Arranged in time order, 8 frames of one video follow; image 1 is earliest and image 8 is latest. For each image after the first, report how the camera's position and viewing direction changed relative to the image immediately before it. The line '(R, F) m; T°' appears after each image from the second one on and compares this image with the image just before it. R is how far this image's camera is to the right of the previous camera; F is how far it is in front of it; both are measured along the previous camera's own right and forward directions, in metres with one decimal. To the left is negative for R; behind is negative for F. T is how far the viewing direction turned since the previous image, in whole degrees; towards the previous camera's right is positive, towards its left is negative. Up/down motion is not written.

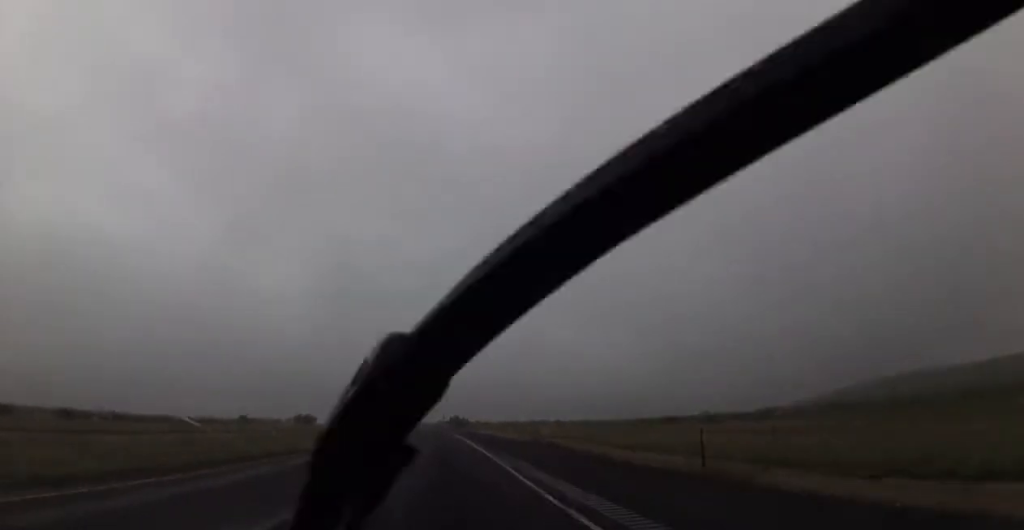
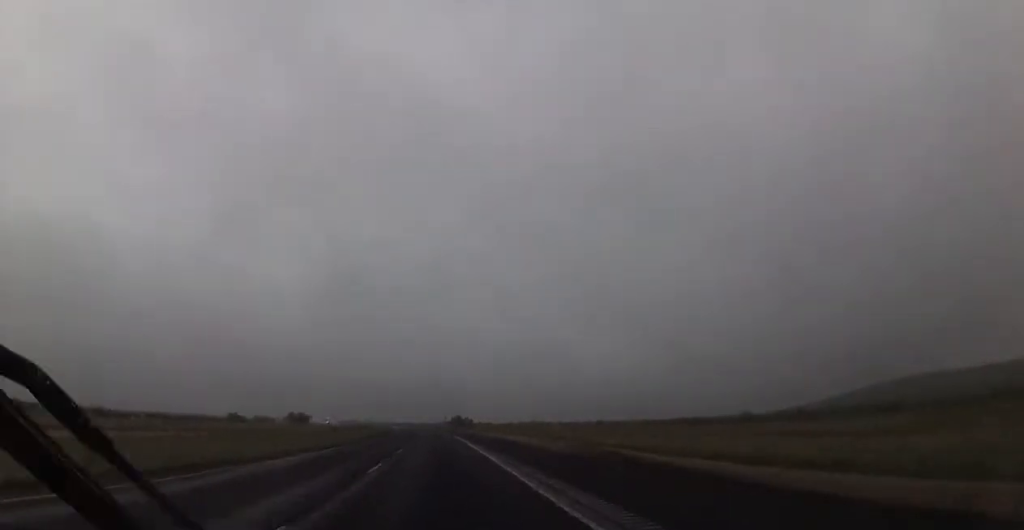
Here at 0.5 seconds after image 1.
(-0.2, +16.0) m; 0°
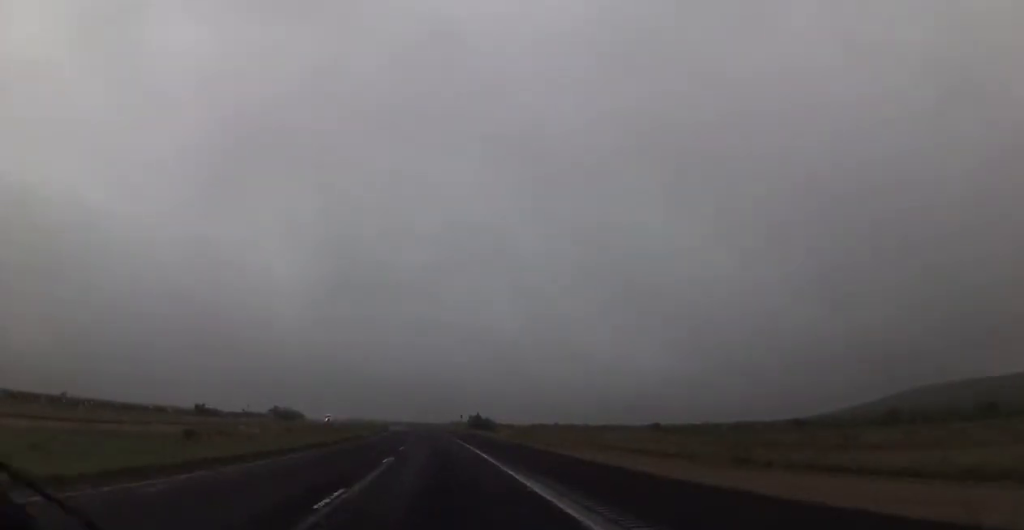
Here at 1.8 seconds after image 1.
(+0.2, +44.5) m; 0°
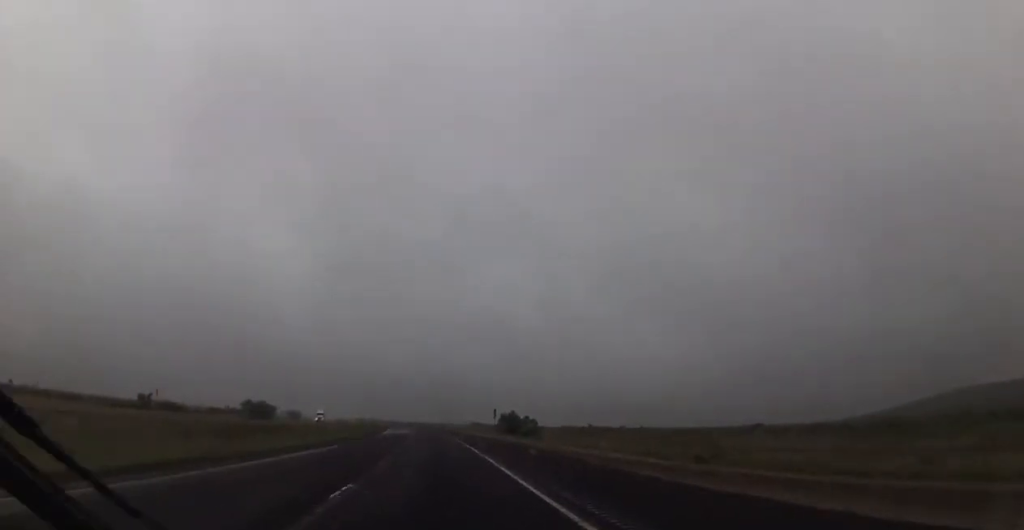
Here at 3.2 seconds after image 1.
(-0.4, +48.0) m; -1°
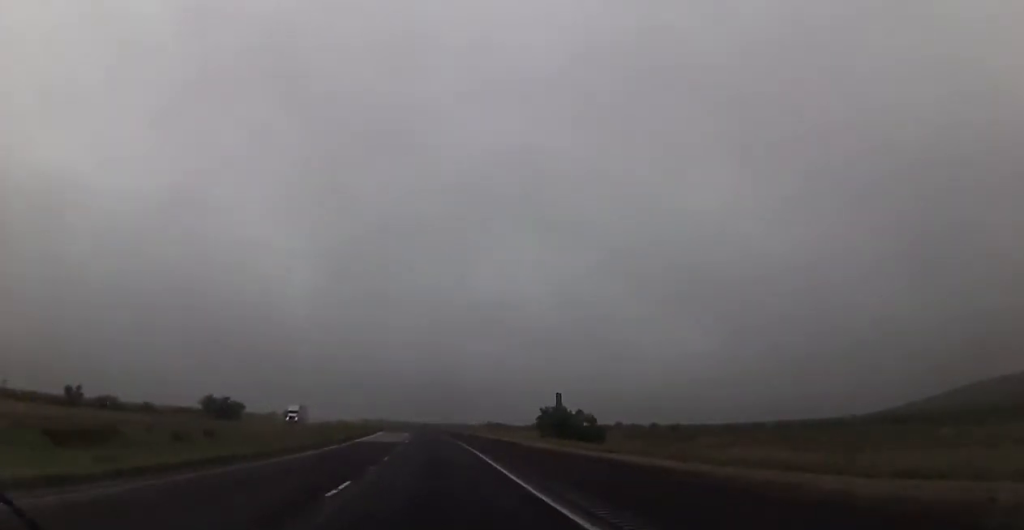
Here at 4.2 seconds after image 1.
(-0.3, +36.5) m; -2°
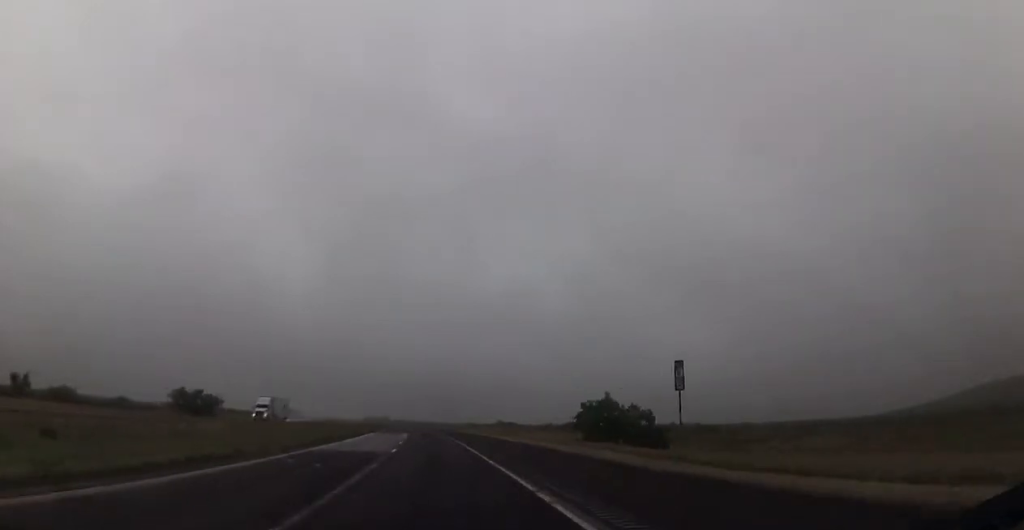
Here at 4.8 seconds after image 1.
(-0.5, +19.4) m; -1°
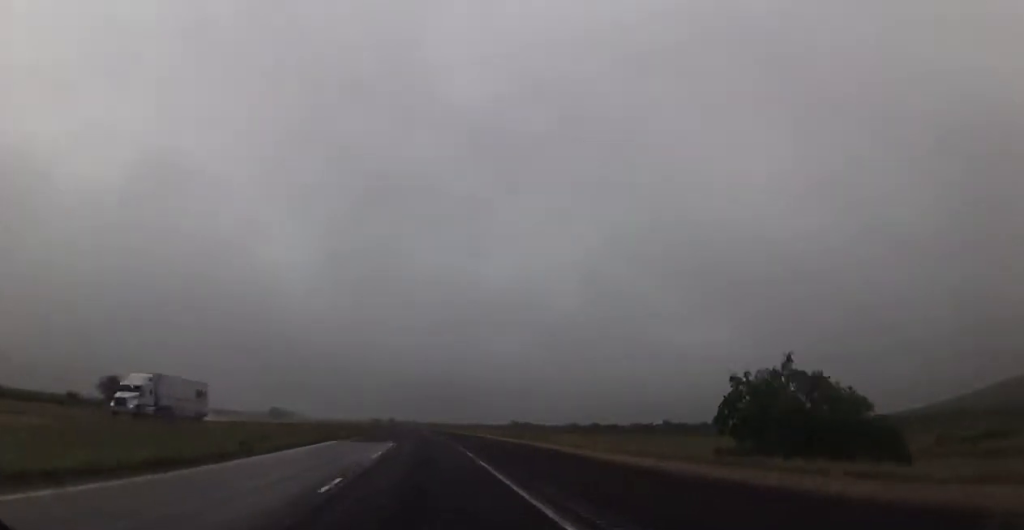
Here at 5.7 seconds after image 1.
(0.0, +29.6) m; -1°
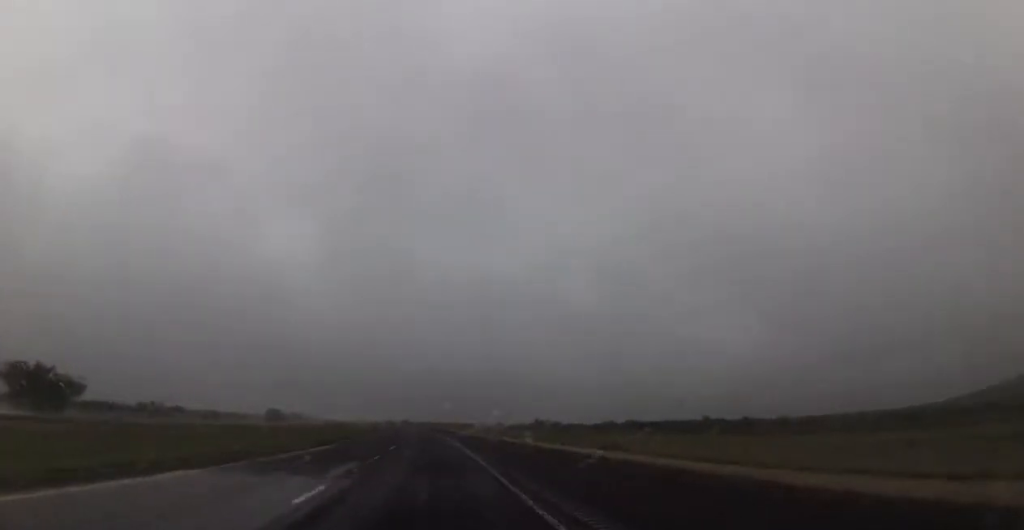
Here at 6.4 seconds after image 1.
(-0.2, +26.1) m; -1°
